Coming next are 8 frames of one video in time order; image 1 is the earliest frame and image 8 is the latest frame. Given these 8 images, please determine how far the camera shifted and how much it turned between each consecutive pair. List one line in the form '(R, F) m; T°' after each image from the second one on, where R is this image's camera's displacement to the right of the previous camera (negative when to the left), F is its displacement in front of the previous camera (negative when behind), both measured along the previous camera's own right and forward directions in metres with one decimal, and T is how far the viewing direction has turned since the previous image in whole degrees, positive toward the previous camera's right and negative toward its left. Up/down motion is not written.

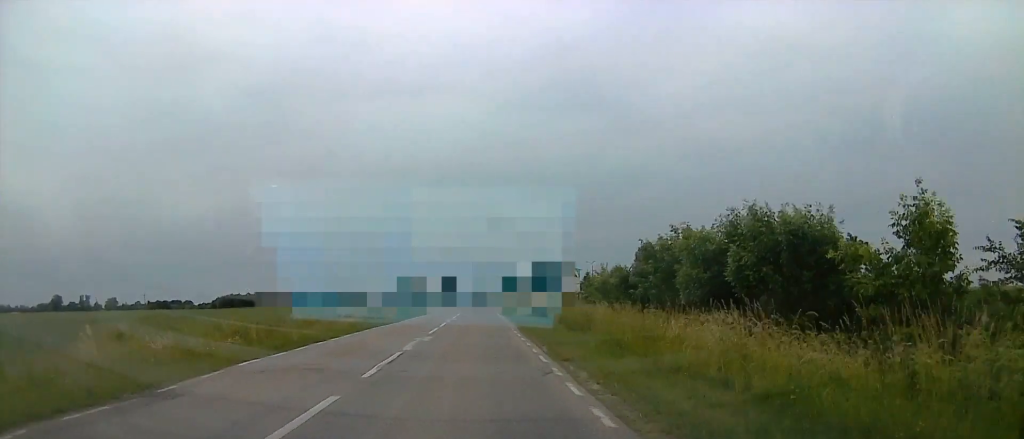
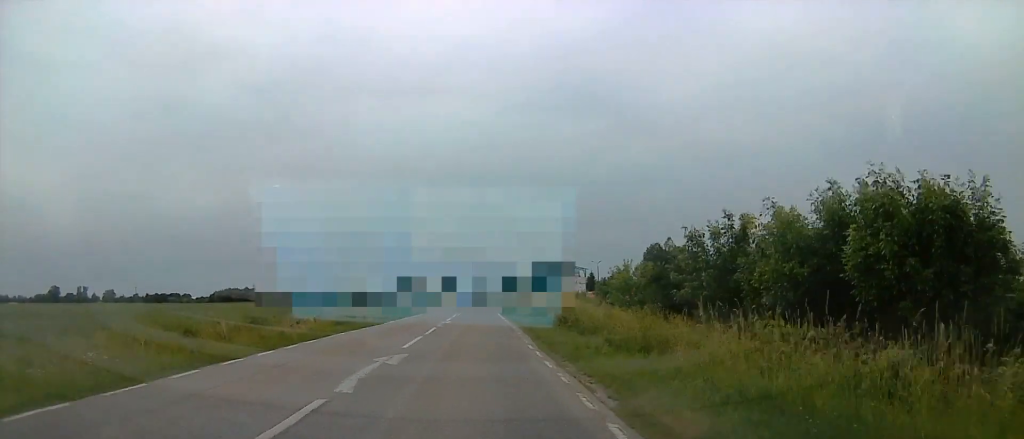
(+0.3, +6.9) m; -2°
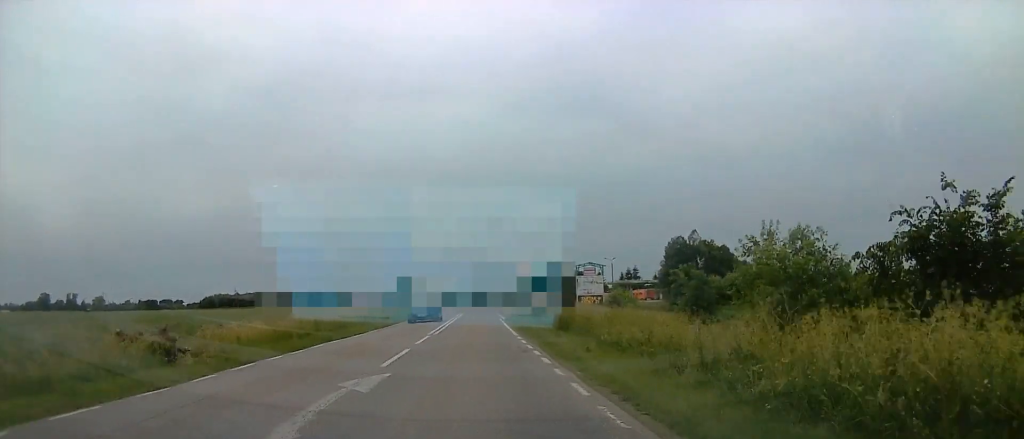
(-1.5, +20.8) m; -1°
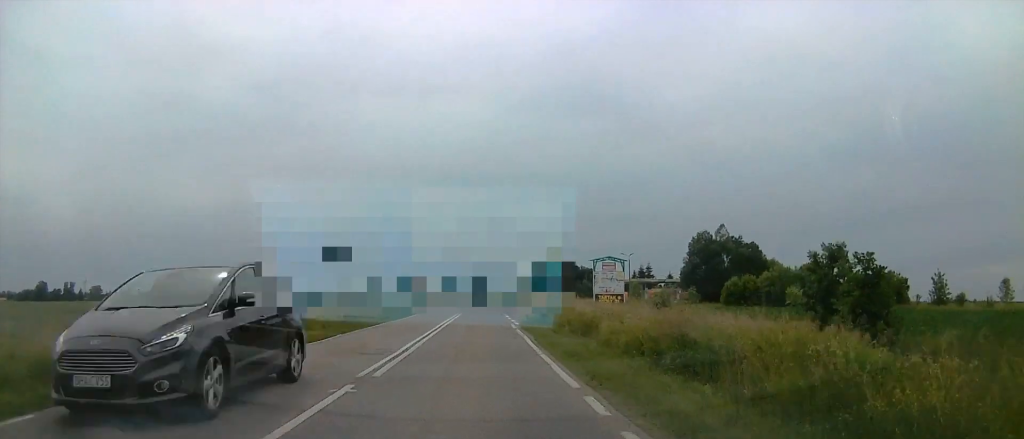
(+1.2, +13.1) m; 0°
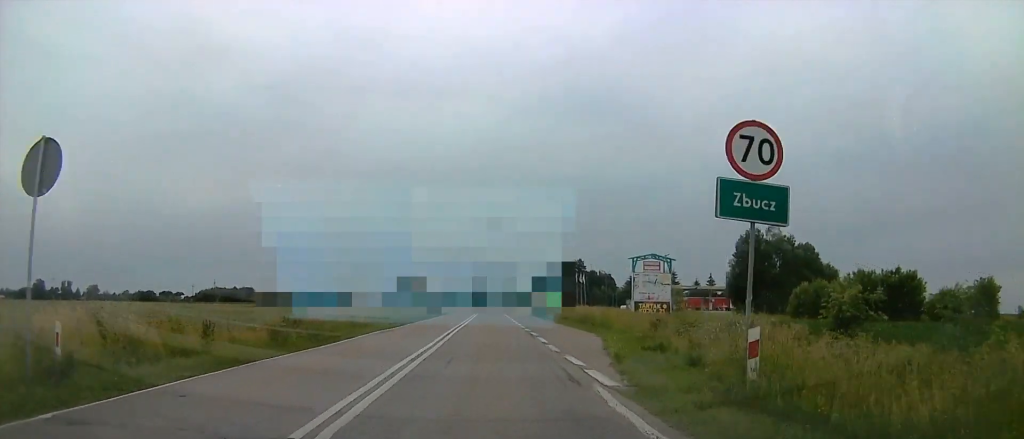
(-1.0, +20.2) m; 0°
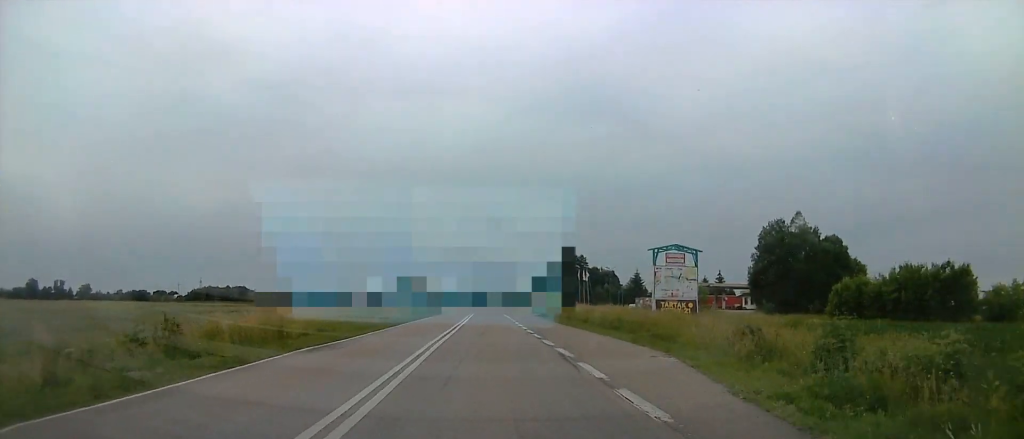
(+0.9, +9.9) m; 0°
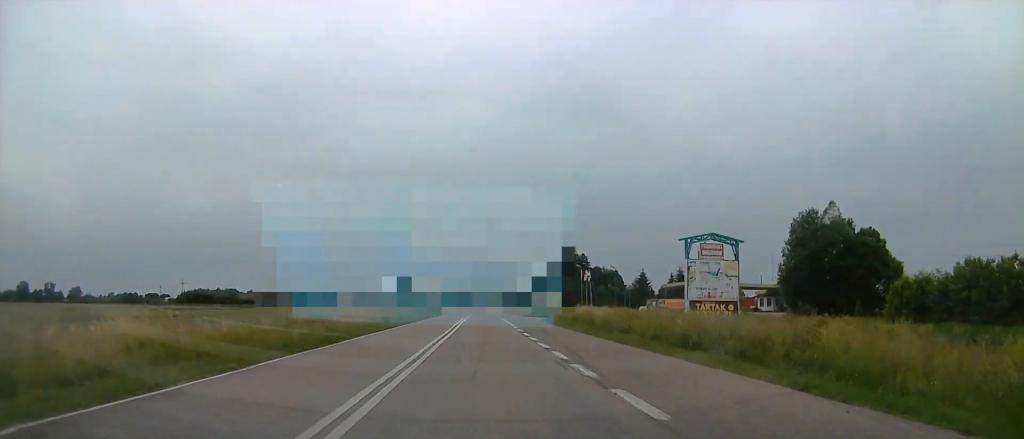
(-0.4, +12.0) m; 0°
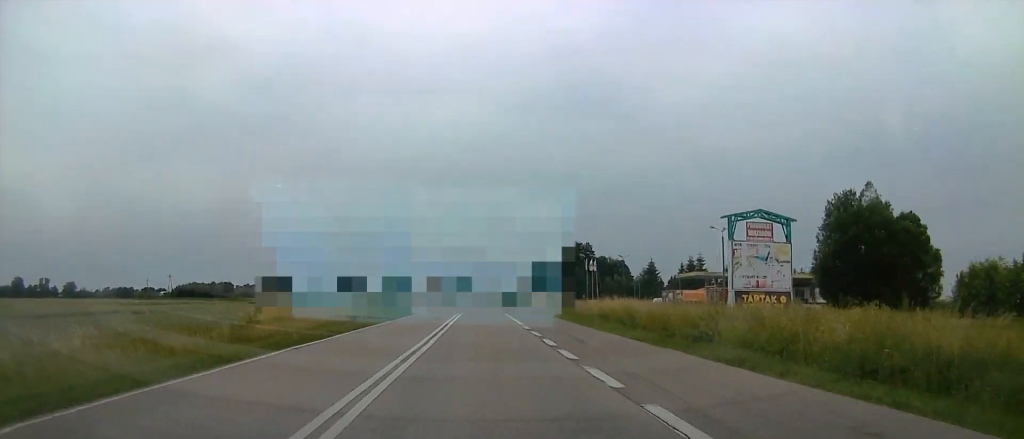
(-0.5, +9.9) m; +1°
